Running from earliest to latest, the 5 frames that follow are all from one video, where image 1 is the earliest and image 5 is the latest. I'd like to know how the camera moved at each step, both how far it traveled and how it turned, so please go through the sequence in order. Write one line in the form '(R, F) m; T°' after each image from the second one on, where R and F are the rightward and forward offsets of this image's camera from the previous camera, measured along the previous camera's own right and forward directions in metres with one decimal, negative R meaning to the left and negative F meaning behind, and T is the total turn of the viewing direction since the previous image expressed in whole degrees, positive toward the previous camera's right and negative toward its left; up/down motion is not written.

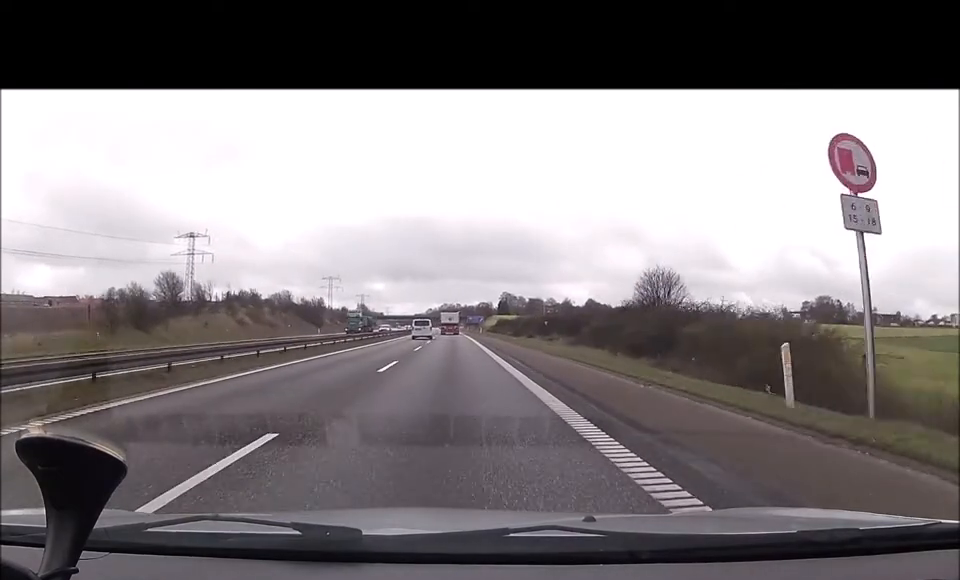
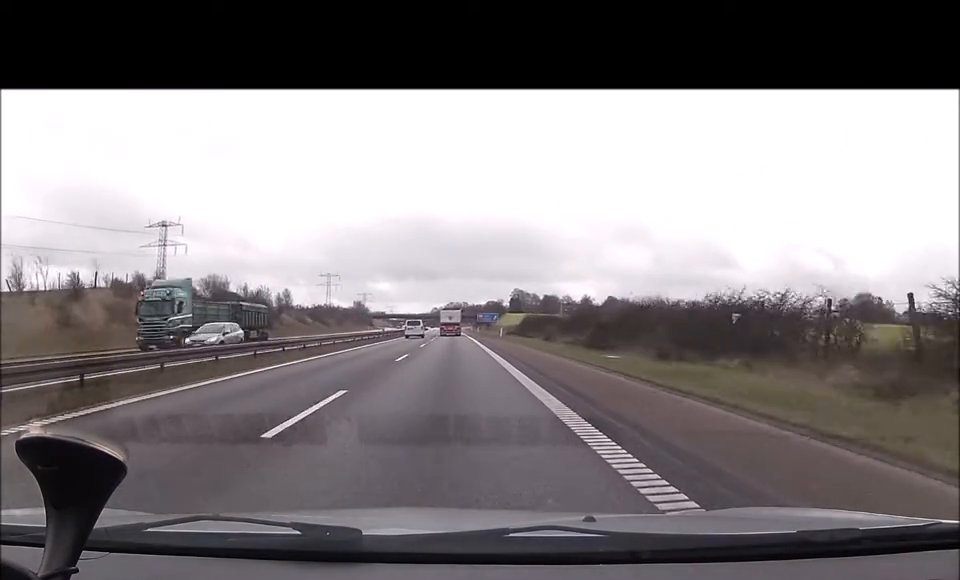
(-0.2, +40.6) m; 0°
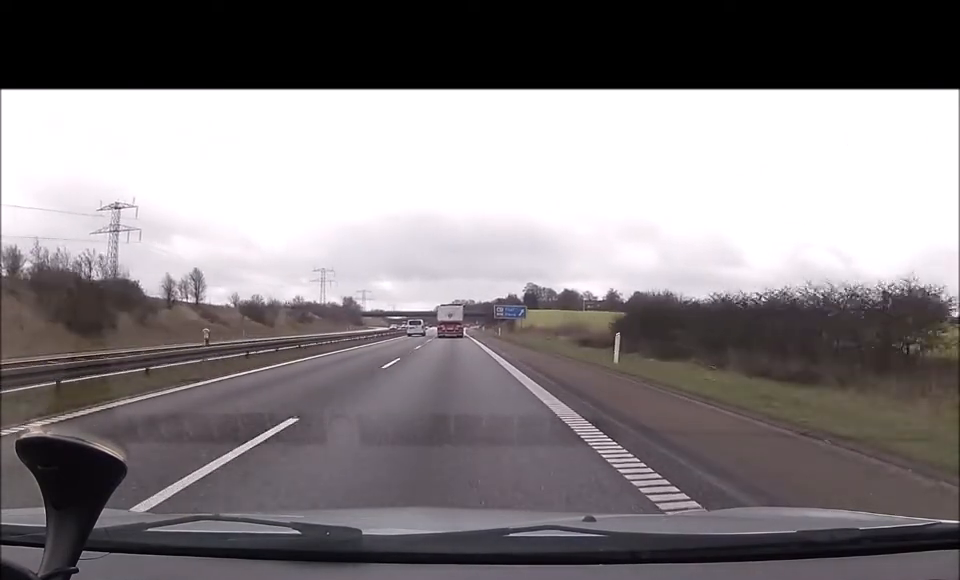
(-0.2, +49.0) m; -1°
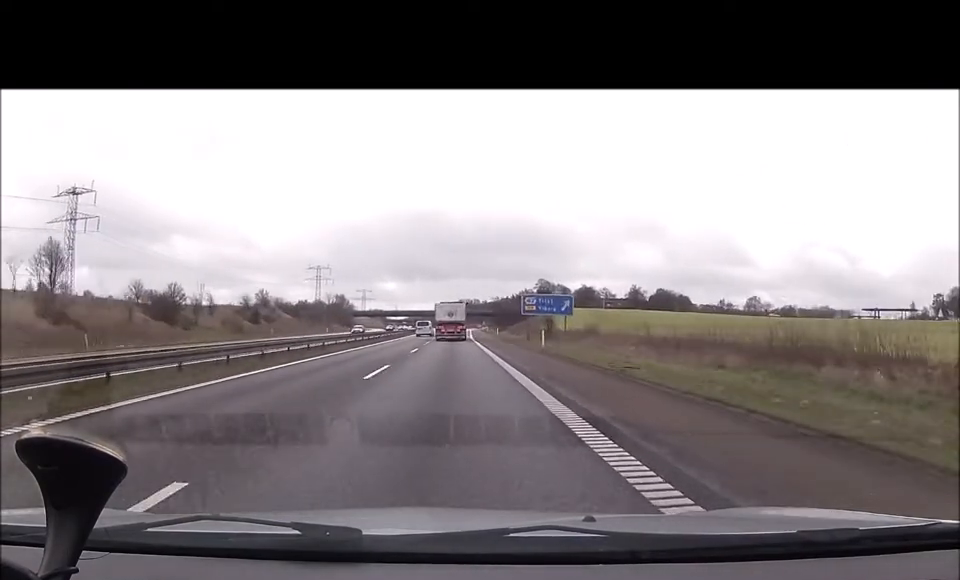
(-0.1, +33.7) m; 0°
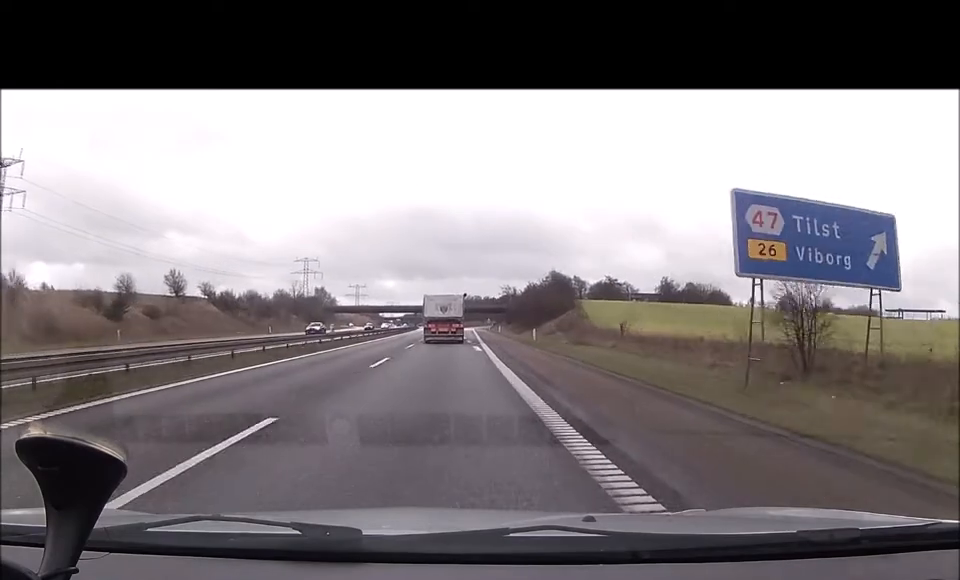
(-0.1, +42.3) m; 0°
